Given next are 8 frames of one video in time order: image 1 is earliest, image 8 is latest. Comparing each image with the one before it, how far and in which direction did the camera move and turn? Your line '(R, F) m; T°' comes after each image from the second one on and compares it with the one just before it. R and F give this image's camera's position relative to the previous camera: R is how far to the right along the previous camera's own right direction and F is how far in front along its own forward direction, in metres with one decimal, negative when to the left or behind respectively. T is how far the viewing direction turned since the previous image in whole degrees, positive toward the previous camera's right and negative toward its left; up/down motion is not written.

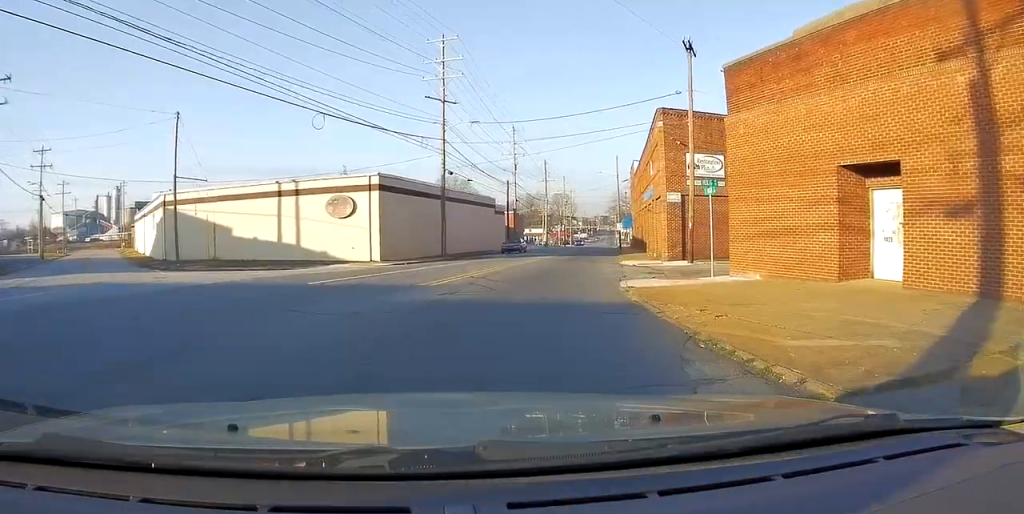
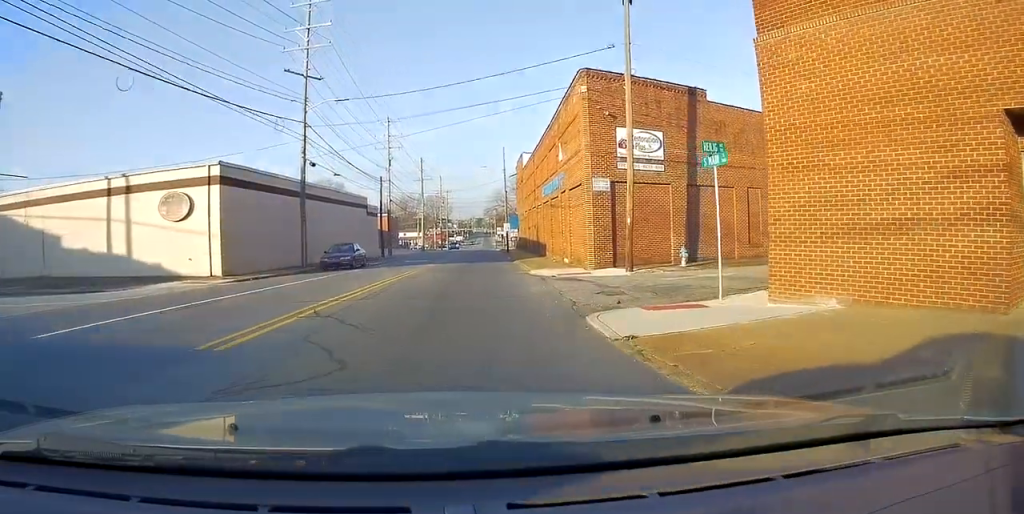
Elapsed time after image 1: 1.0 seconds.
(+1.2, +6.7) m; +11°
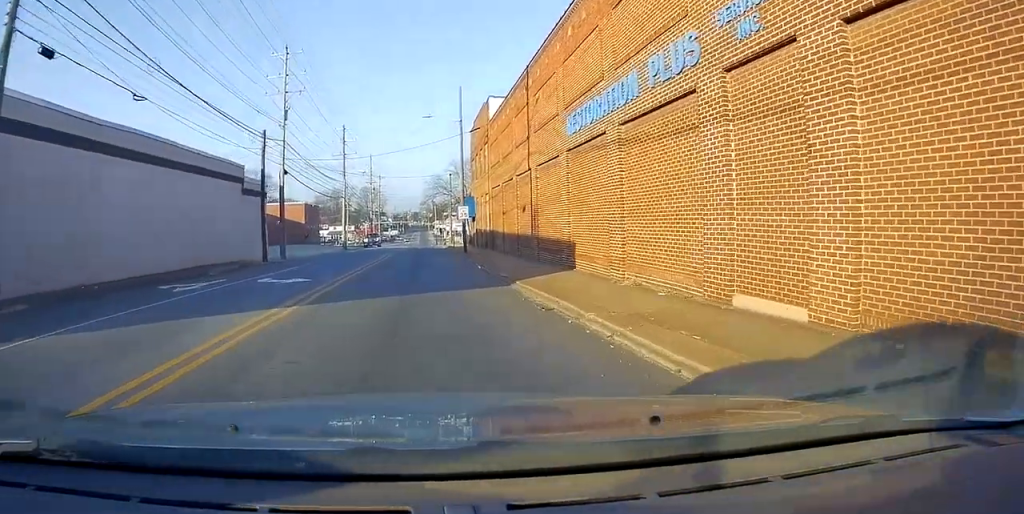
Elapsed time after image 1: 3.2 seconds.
(+1.4, +19.0) m; +8°
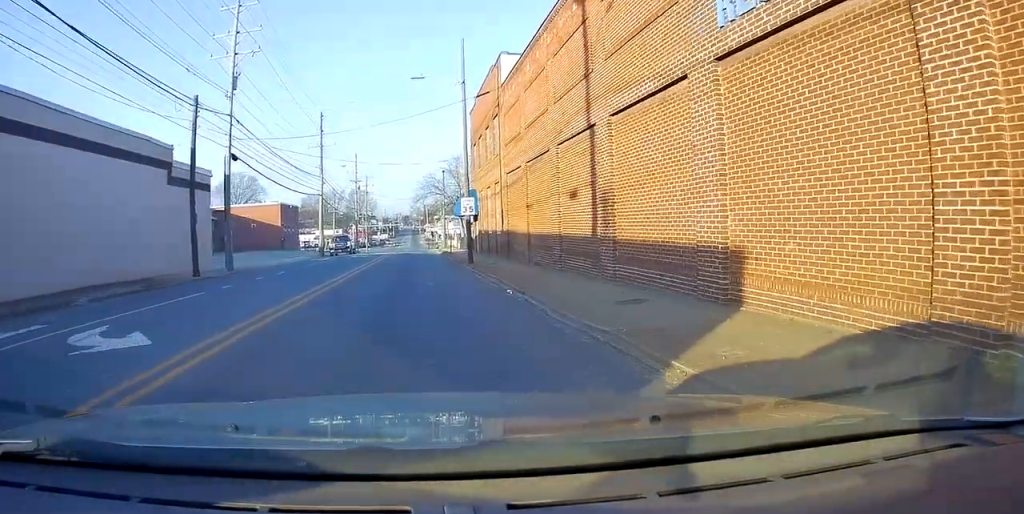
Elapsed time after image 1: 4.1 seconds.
(+0.1, +8.8) m; +2°
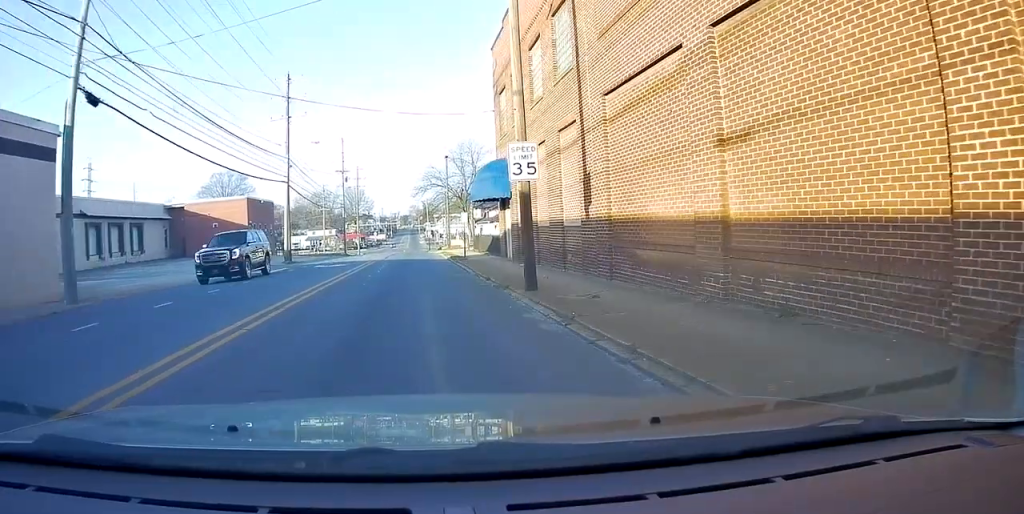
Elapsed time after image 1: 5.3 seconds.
(+0.4, +13.8) m; +2°
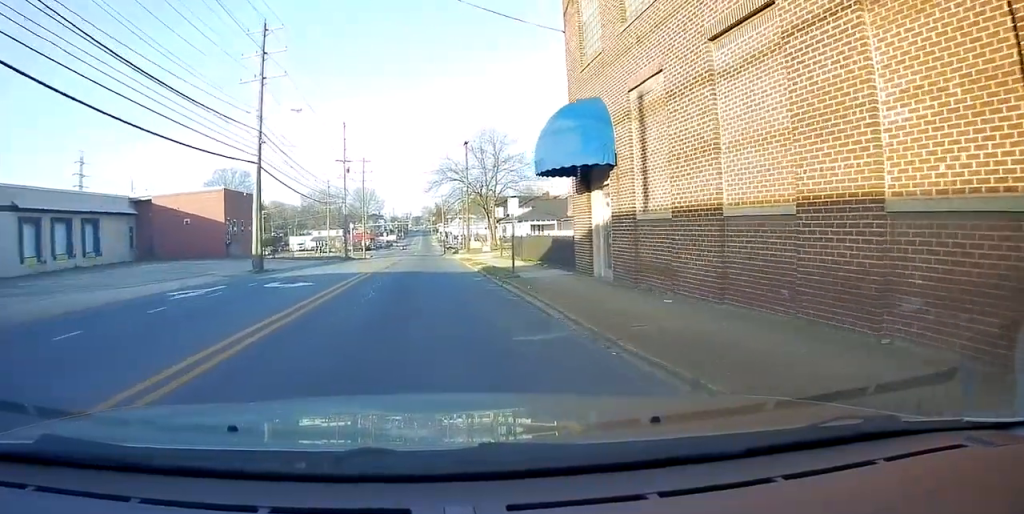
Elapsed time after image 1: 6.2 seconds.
(+0.1, +11.6) m; 0°
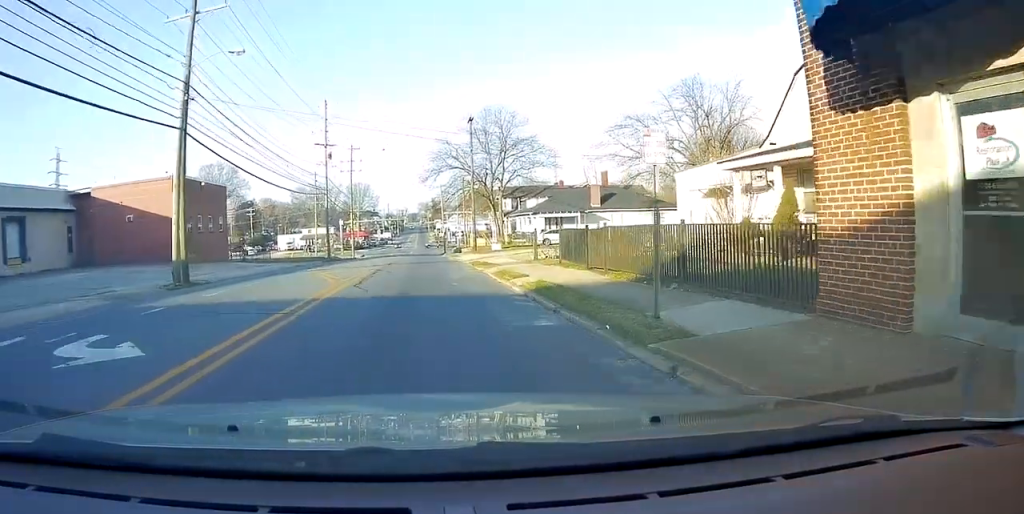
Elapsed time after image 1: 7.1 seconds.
(-0.2, +11.2) m; -1°
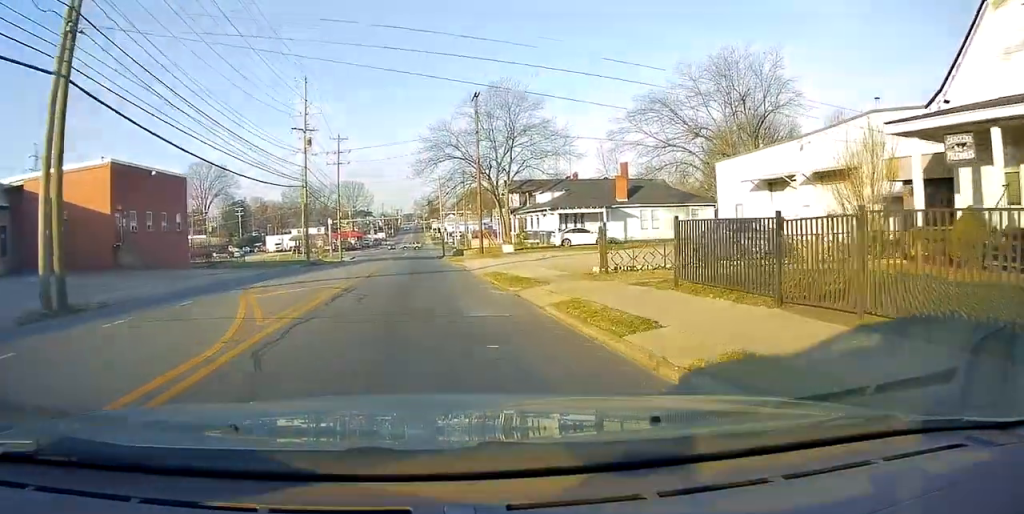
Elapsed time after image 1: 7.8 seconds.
(0.0, +9.1) m; +2°
